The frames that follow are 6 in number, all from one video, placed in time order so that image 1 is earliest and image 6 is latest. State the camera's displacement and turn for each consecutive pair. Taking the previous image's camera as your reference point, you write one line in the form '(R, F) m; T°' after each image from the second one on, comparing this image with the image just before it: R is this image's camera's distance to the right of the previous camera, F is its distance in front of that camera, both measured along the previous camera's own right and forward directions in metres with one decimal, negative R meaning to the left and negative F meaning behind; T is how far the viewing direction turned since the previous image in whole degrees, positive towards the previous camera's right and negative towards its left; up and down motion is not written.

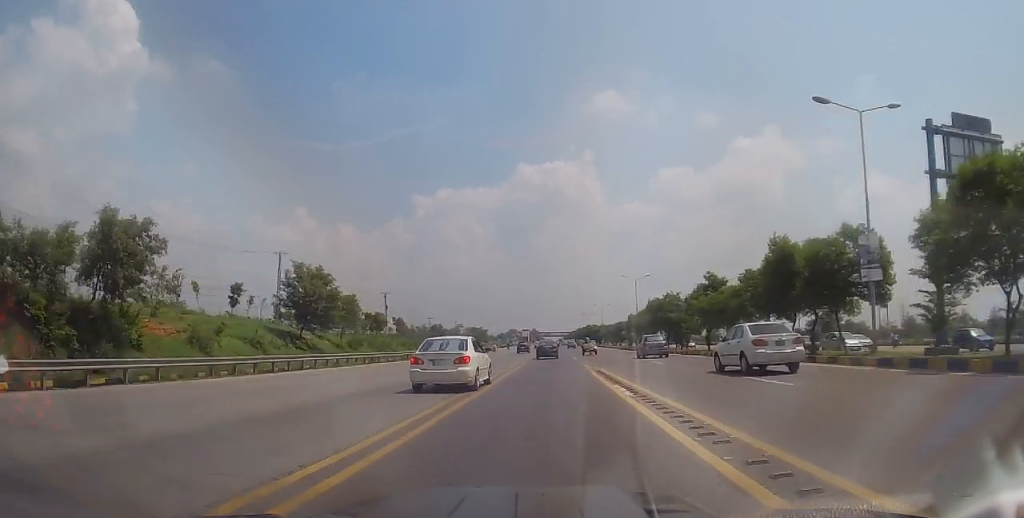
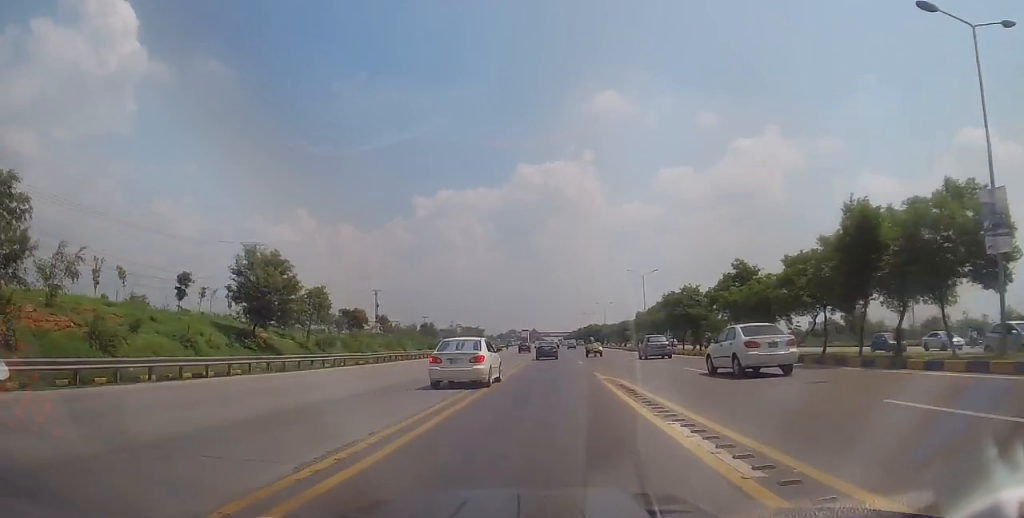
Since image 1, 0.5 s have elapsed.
(0.0, +8.1) m; +1°
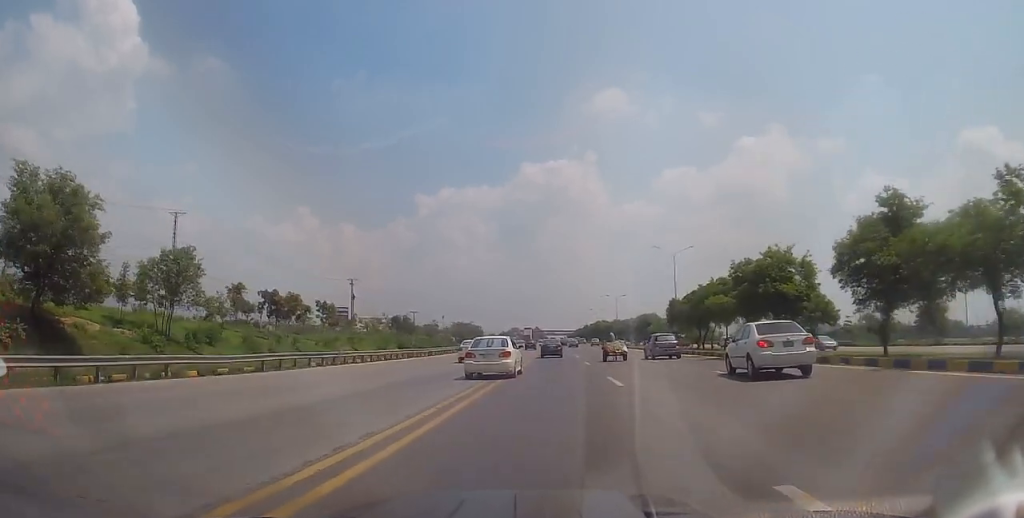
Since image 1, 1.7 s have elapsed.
(+0.2, +20.2) m; 0°
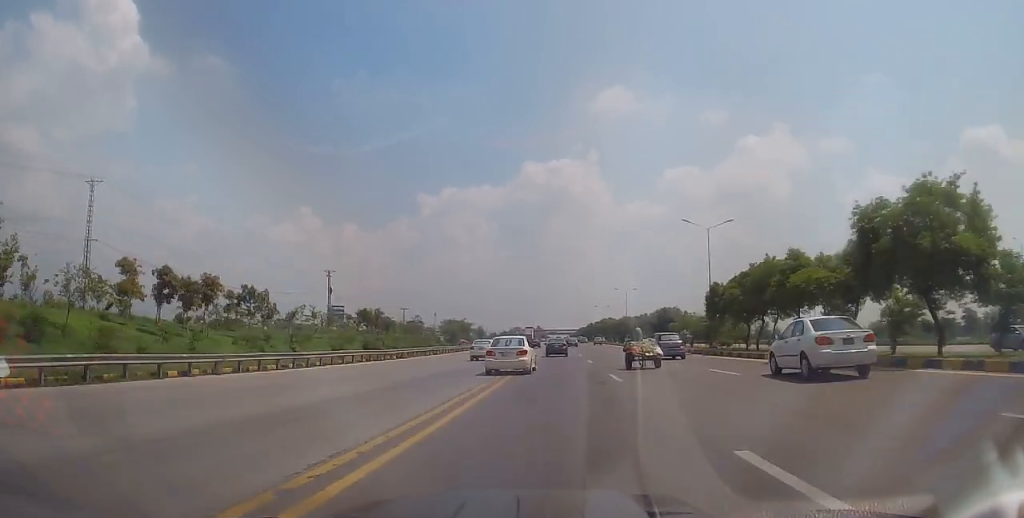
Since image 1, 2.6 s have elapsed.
(-0.2, +14.4) m; -1°
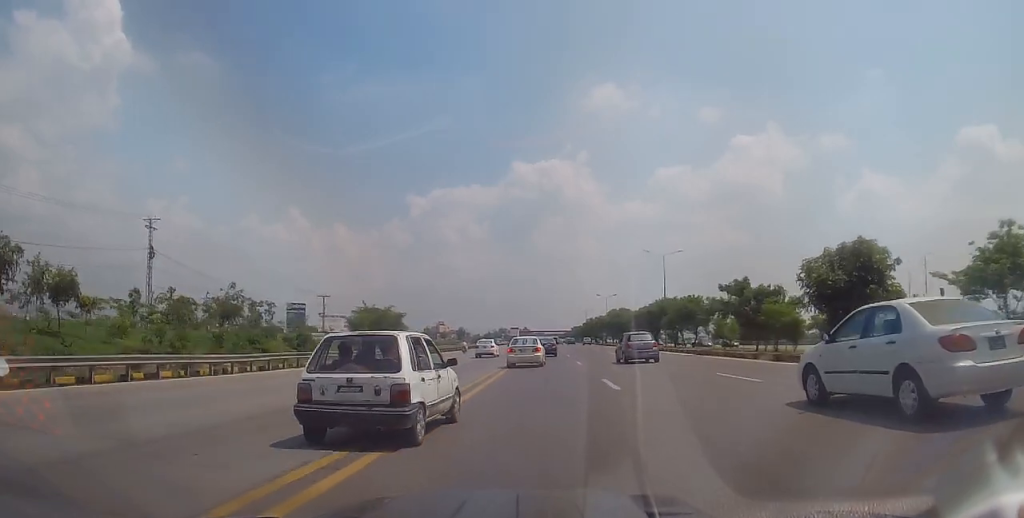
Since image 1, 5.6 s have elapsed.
(+0.5, +51.0) m; +1°
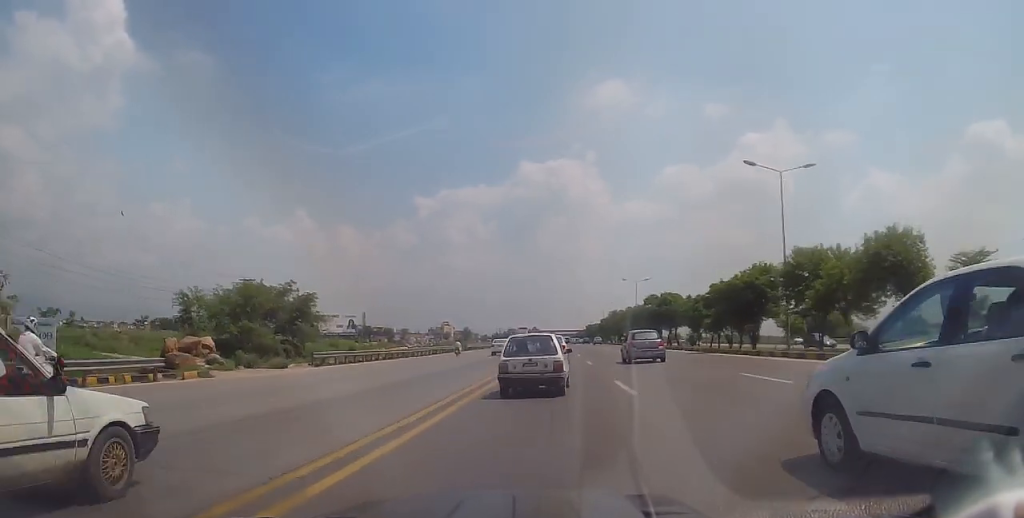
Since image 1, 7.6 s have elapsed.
(-1.0, +33.4) m; -3°
